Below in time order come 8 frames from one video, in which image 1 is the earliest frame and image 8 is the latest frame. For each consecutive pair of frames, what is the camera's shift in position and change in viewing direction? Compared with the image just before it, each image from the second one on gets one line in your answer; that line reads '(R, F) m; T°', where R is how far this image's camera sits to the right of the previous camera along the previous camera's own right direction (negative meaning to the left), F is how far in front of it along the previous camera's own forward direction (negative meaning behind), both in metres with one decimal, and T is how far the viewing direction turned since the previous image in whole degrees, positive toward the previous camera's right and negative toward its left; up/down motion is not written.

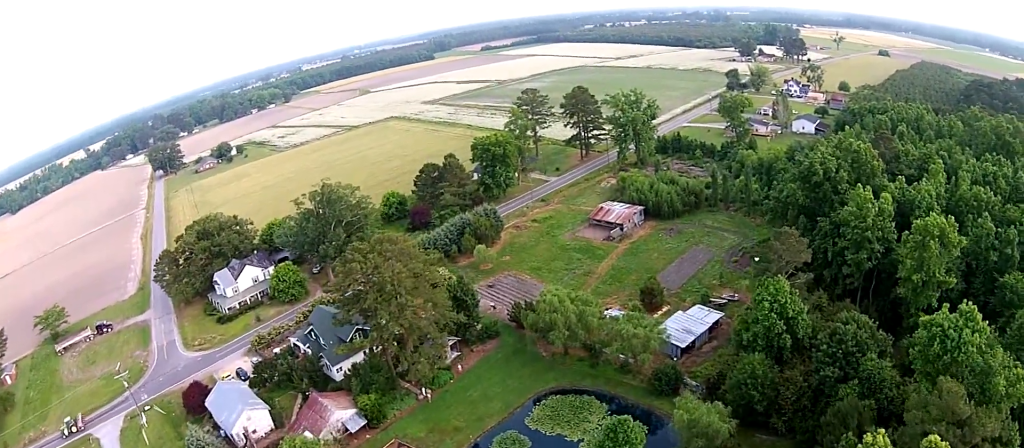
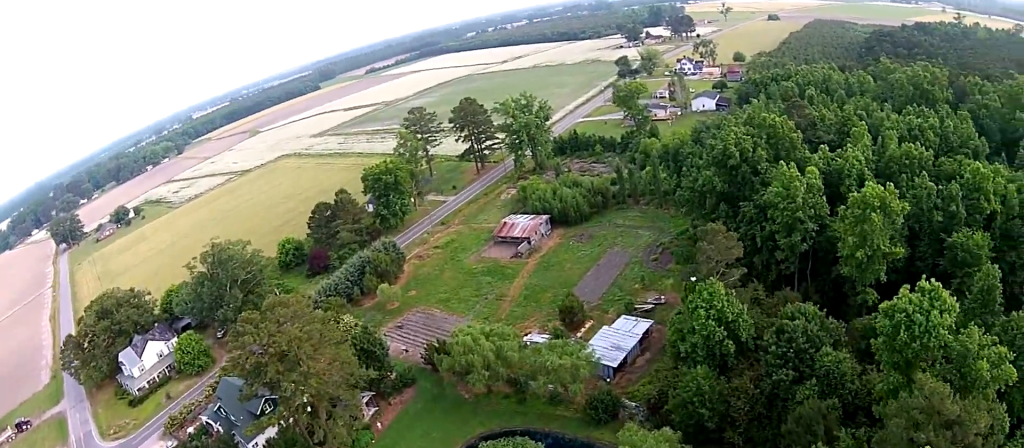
(+0.3, +8.3) m; +5°
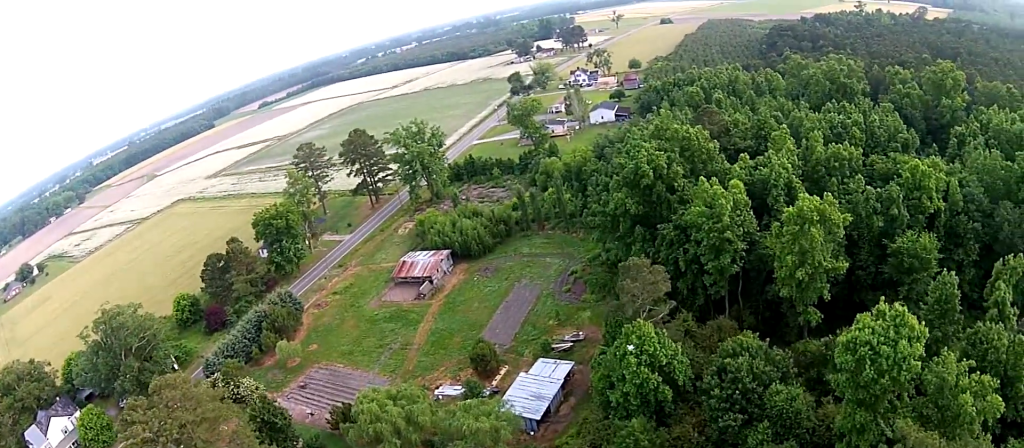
(+0.4, +8.8) m; +5°
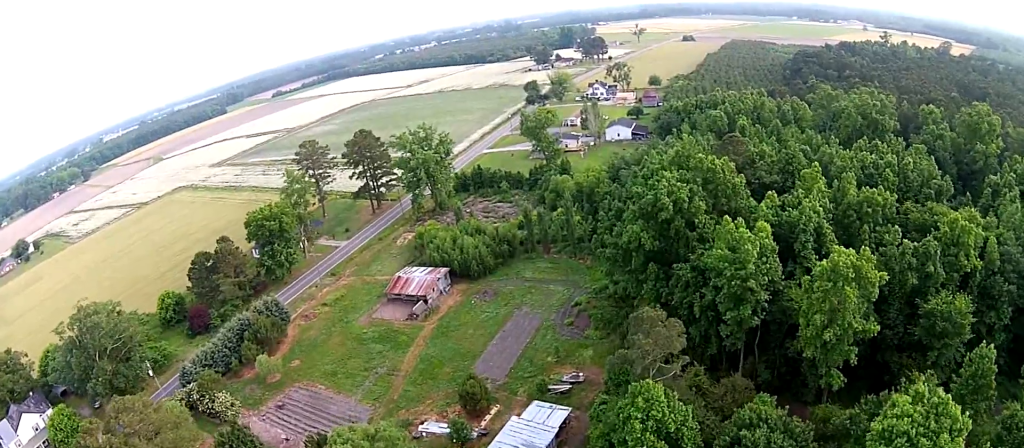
(+0.3, +8.1) m; +3°
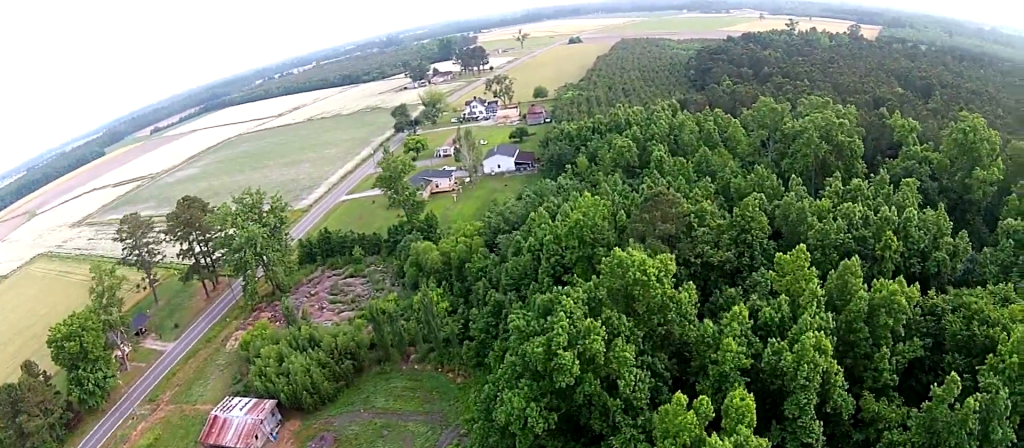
(+5.6, +37.6) m; +18°
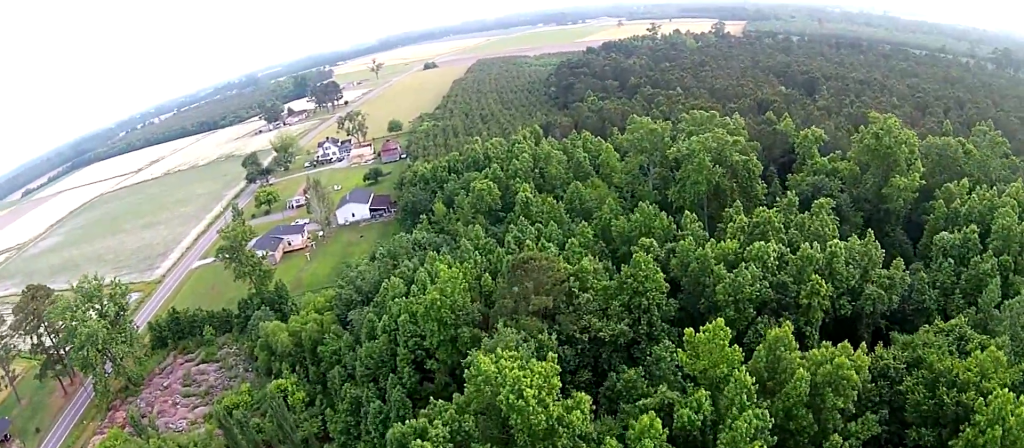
(+0.9, +14.9) m; +5°
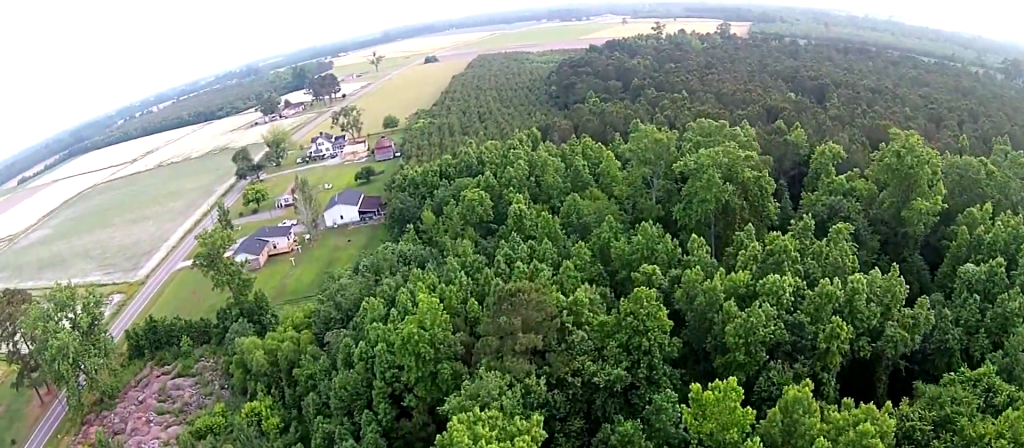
(+0.1, +7.6) m; 0°
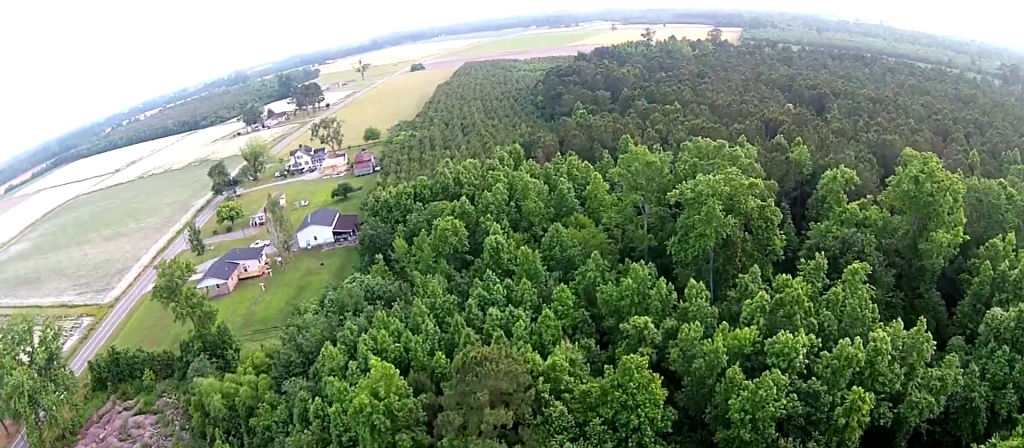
(+0.1, +9.8) m; -1°
